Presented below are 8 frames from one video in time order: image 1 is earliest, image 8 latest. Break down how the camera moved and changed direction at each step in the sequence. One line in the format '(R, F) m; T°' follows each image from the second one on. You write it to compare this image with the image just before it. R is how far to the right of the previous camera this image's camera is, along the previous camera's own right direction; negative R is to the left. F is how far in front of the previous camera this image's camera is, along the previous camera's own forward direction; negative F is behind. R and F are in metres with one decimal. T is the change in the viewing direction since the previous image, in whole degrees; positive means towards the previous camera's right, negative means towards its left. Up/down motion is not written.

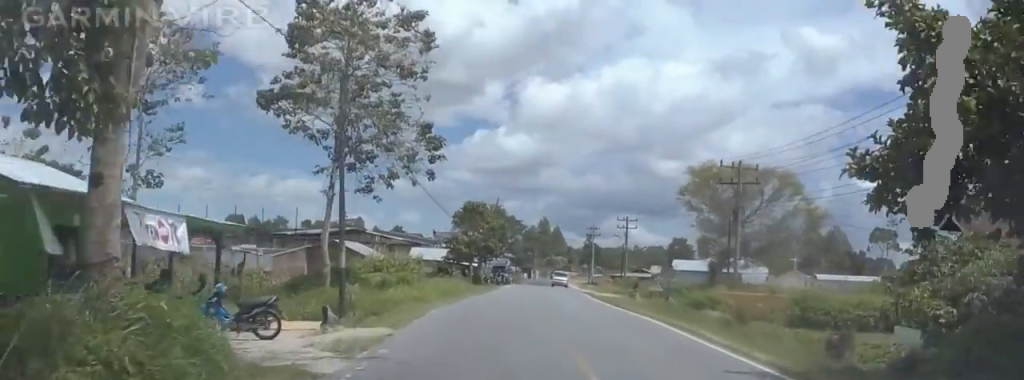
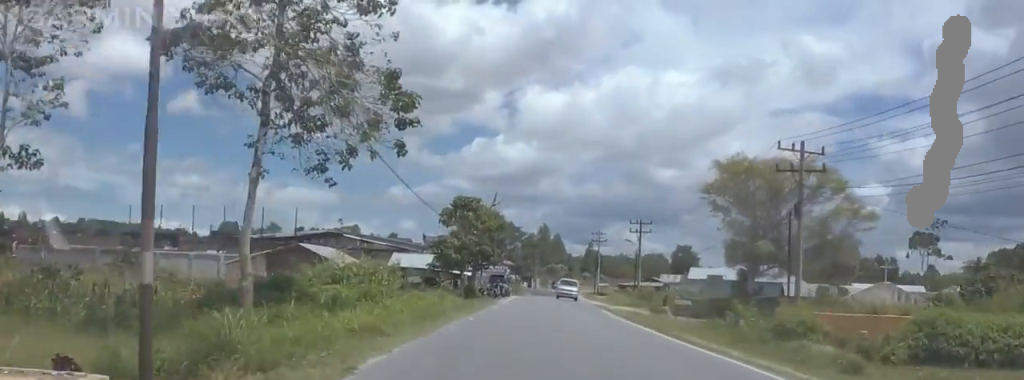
(0.0, +11.4) m; +1°
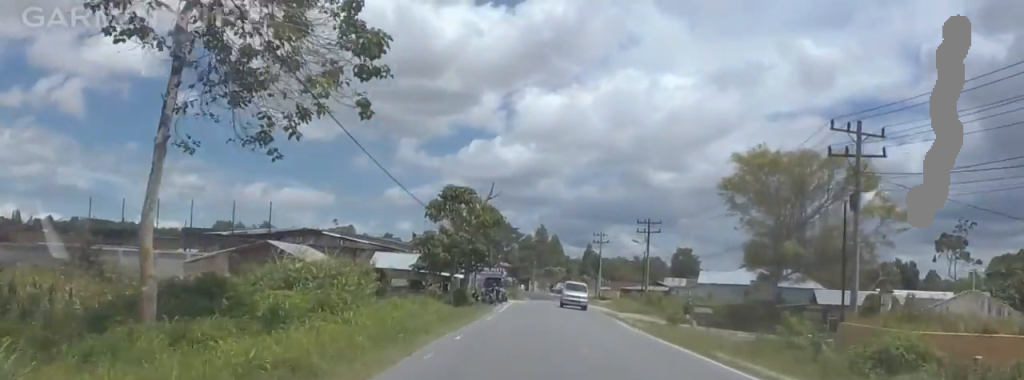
(-0.2, +7.2) m; +2°
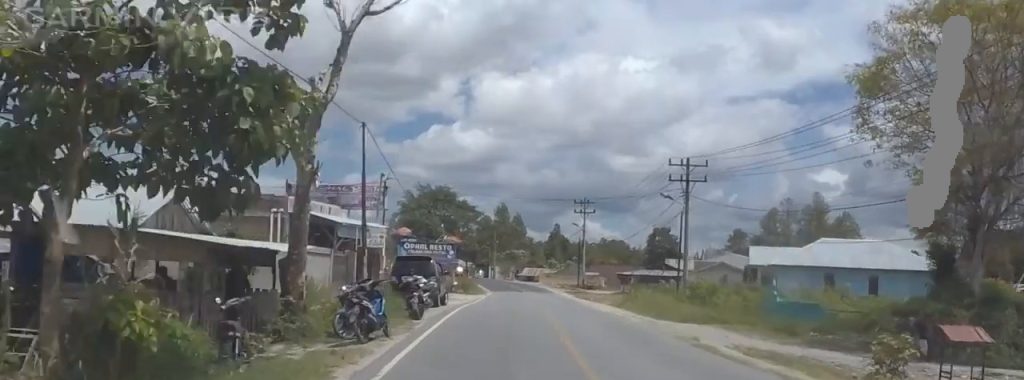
(+0.4, +34.9) m; -1°
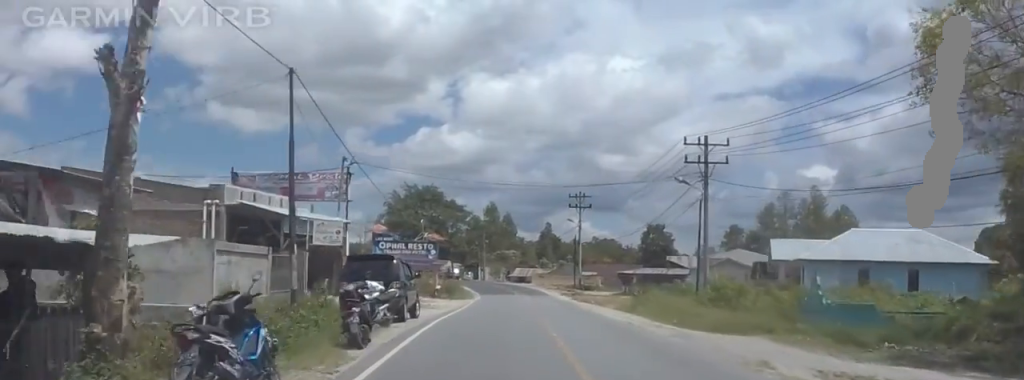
(+0.3, +7.7) m; +1°
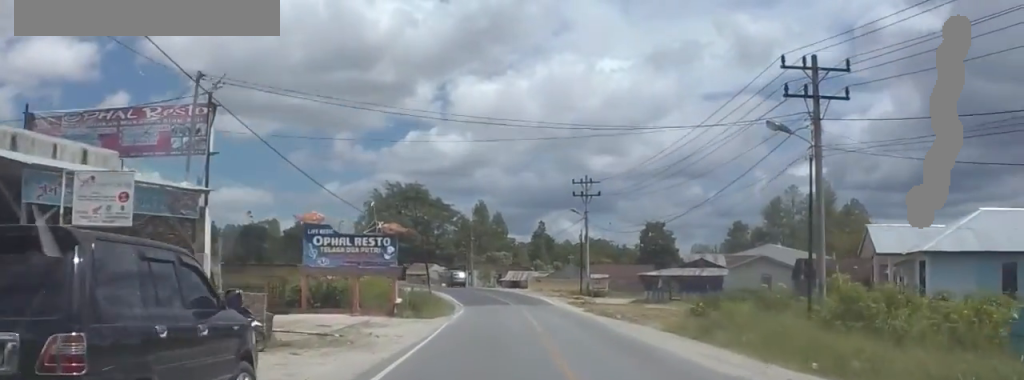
(+0.2, +17.4) m; -1°
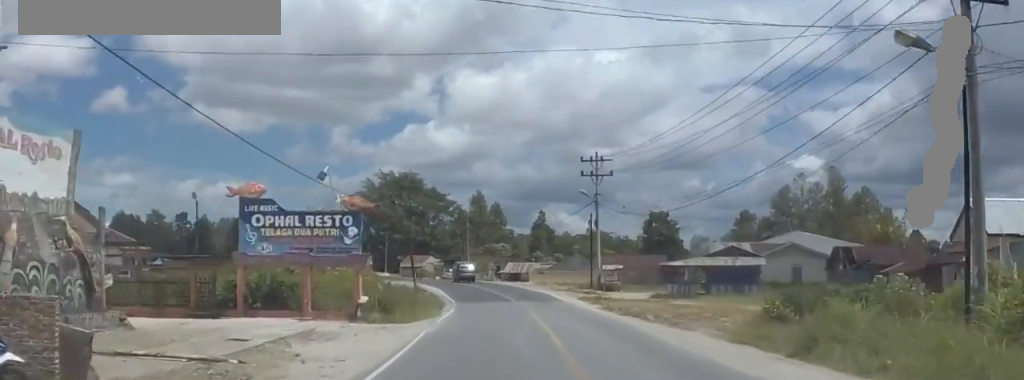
(-0.2, +9.7) m; +1°
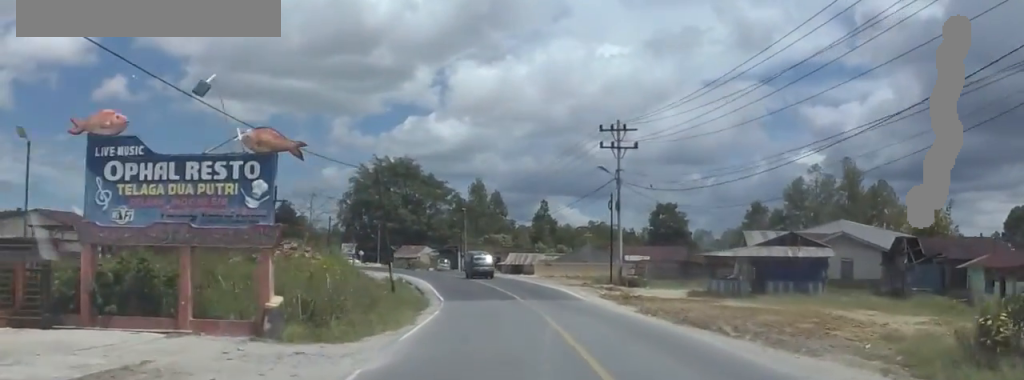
(-0.1, +11.5) m; +2°
